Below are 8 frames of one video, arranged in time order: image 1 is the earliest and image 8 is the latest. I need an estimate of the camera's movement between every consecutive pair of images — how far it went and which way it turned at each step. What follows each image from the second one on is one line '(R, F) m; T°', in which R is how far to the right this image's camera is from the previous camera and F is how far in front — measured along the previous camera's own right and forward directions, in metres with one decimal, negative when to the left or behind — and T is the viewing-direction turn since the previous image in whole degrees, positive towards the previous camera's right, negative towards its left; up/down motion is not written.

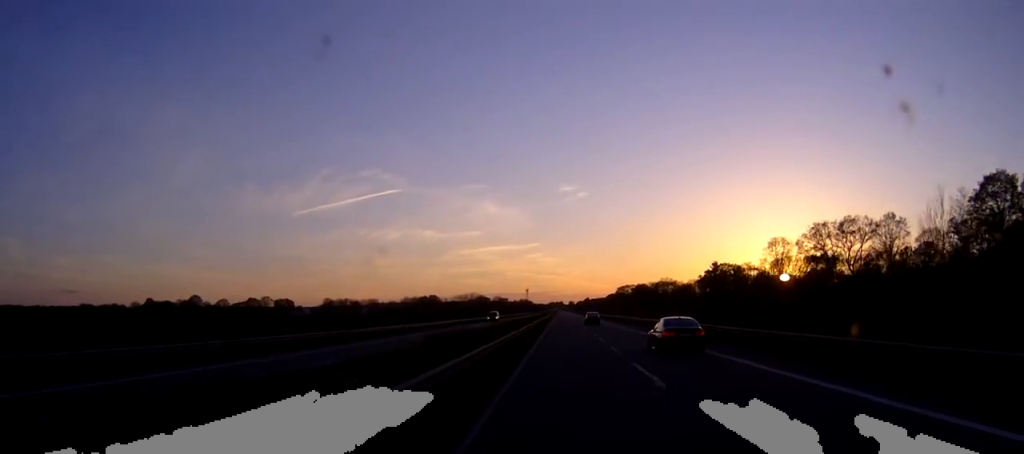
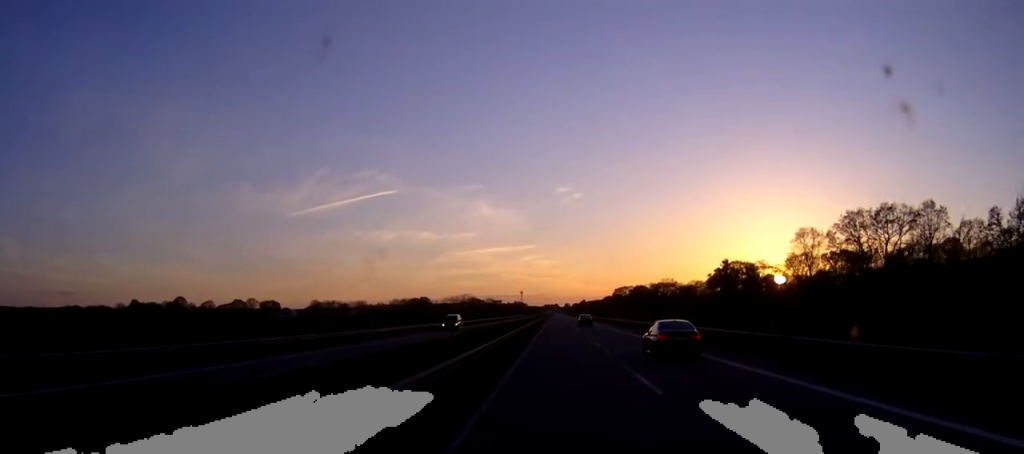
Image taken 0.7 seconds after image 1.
(0.0, +19.0) m; 0°
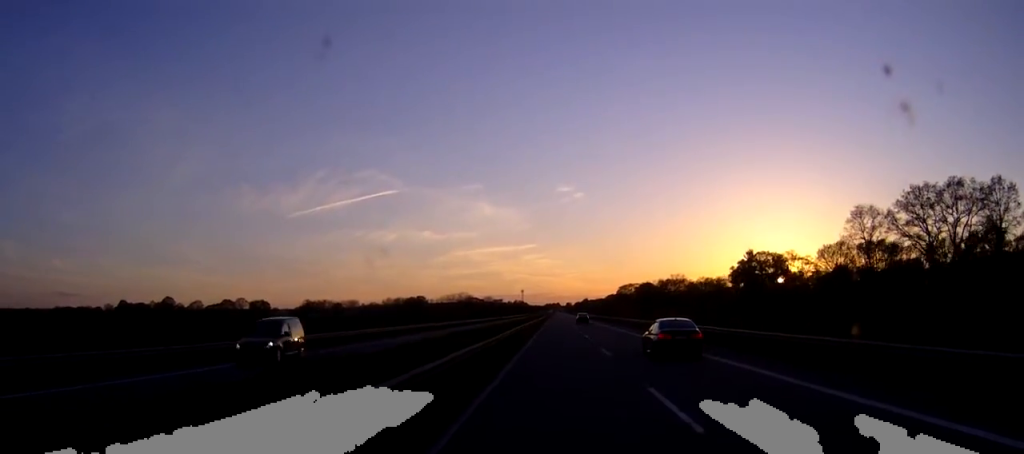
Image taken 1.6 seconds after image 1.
(0.0, +23.5) m; 0°
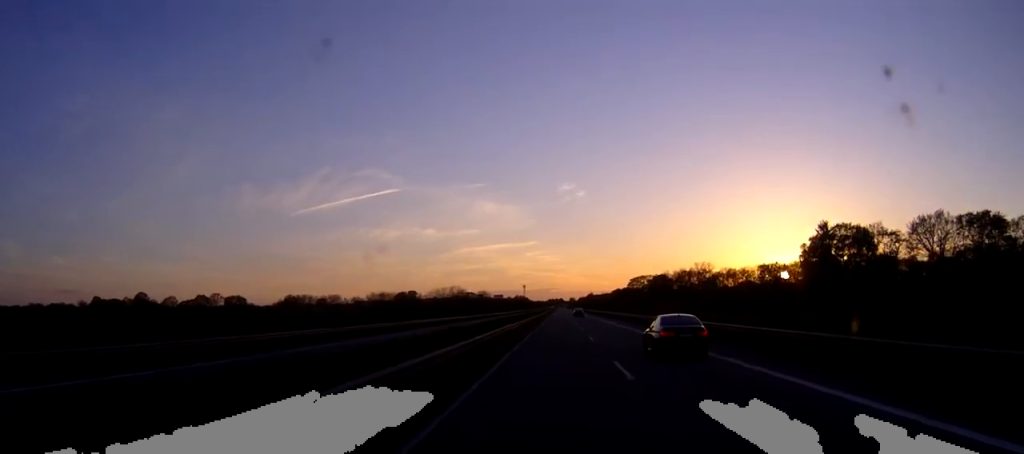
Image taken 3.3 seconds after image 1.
(-0.2, +47.0) m; 0°
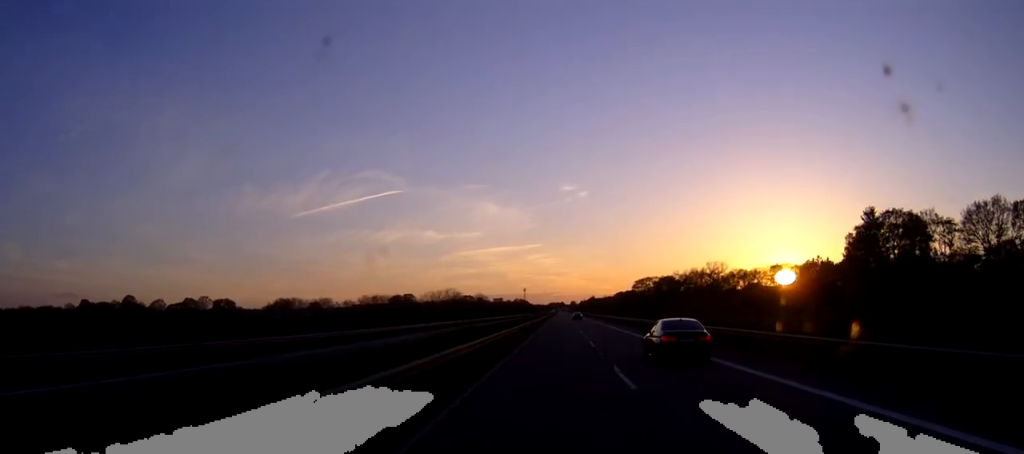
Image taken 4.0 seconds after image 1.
(0.0, +19.0) m; 0°
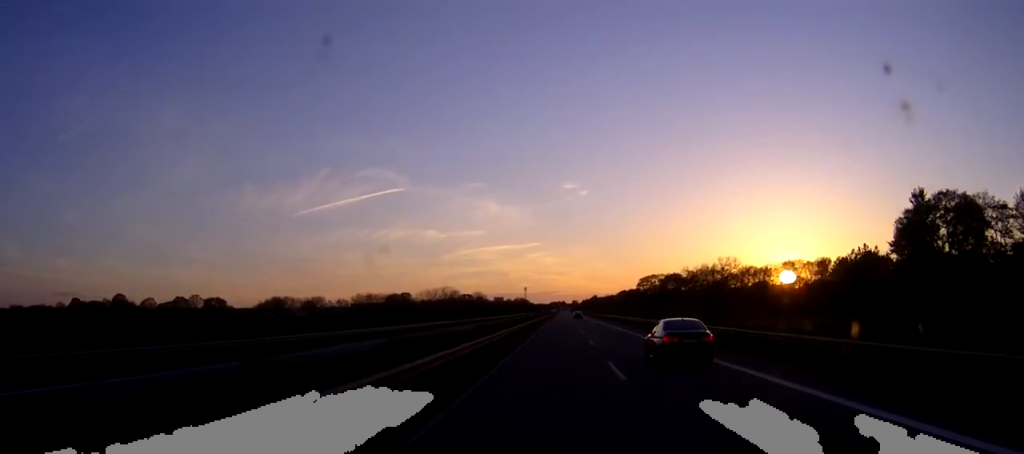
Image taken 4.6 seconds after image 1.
(0.0, +15.4) m; 0°
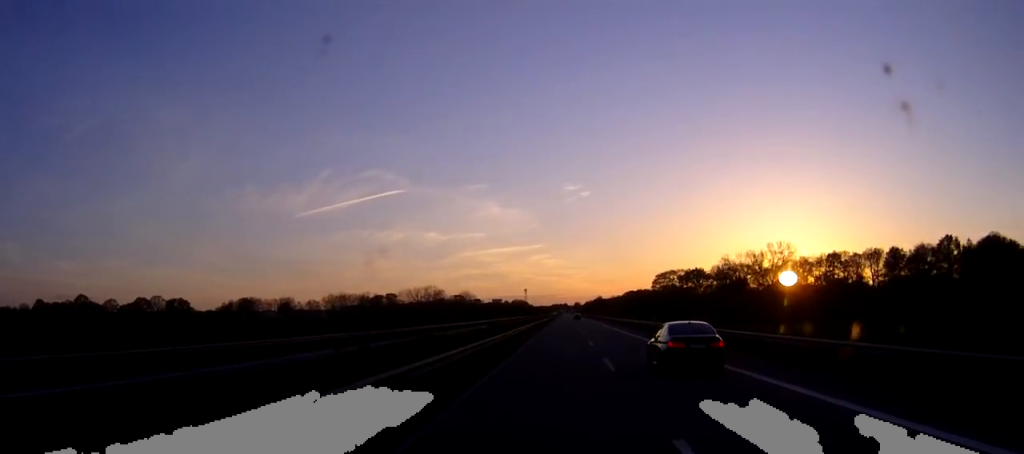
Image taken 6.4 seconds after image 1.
(-0.1, +50.8) m; 0°
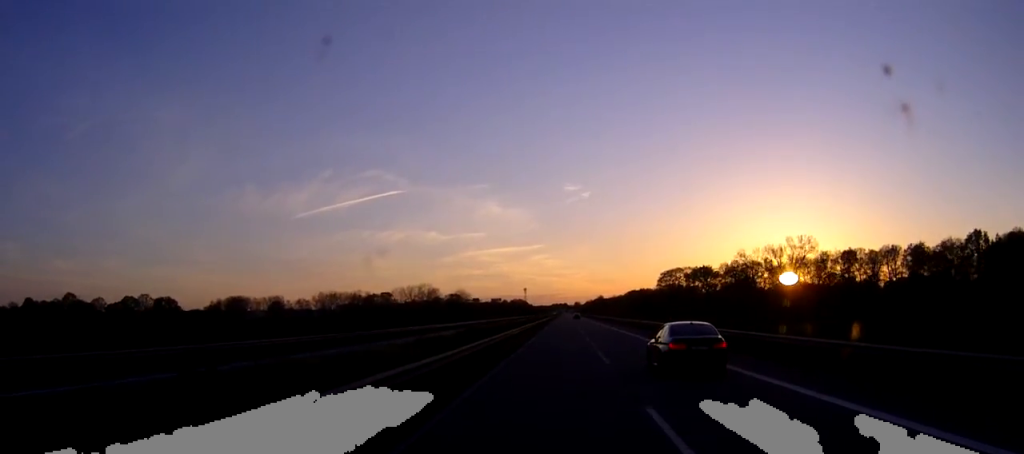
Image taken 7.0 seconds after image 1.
(0.0, +14.6) m; 0°
